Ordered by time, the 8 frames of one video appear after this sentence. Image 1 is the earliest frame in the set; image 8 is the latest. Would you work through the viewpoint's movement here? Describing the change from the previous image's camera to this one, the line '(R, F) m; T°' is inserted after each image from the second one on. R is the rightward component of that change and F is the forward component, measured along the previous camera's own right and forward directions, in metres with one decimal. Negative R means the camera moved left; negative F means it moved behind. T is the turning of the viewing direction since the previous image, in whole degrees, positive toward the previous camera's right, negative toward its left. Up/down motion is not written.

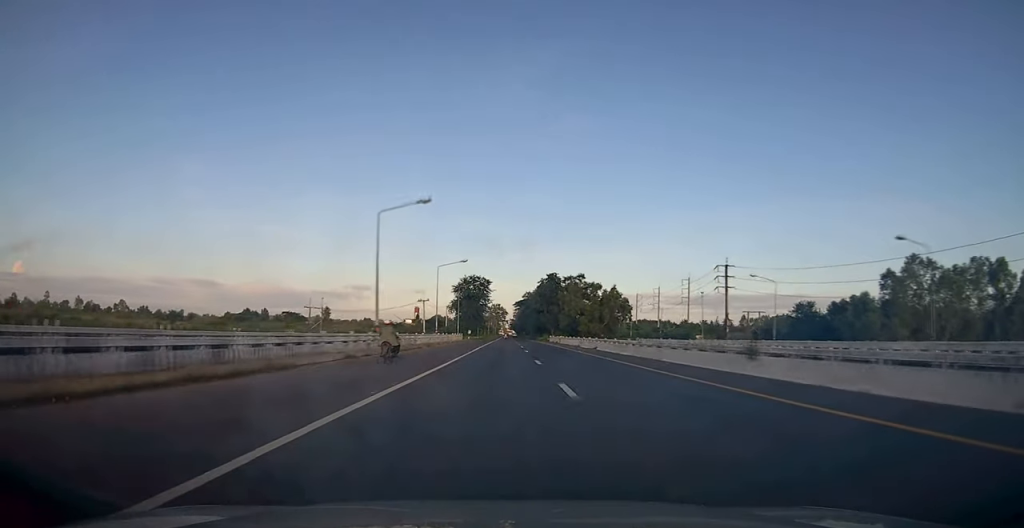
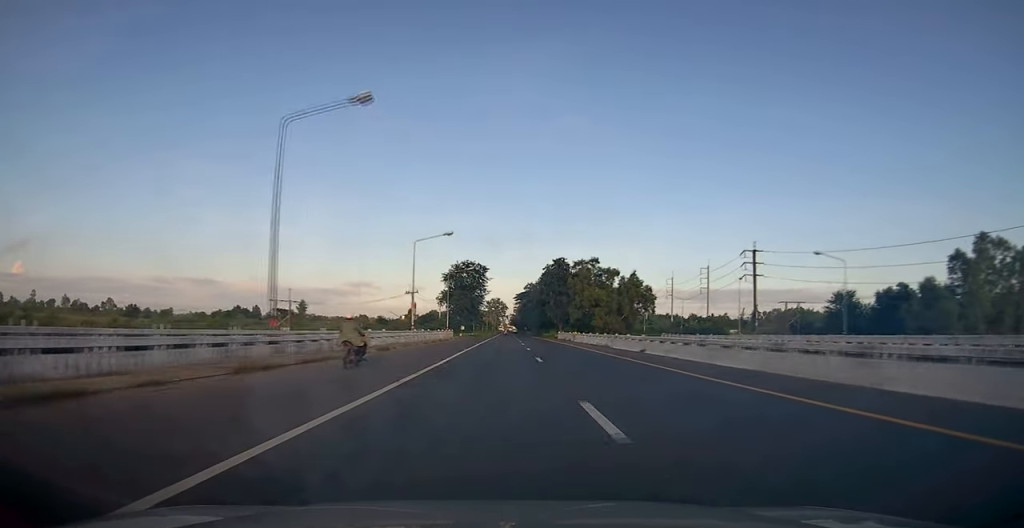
(0.0, +16.3) m; +1°
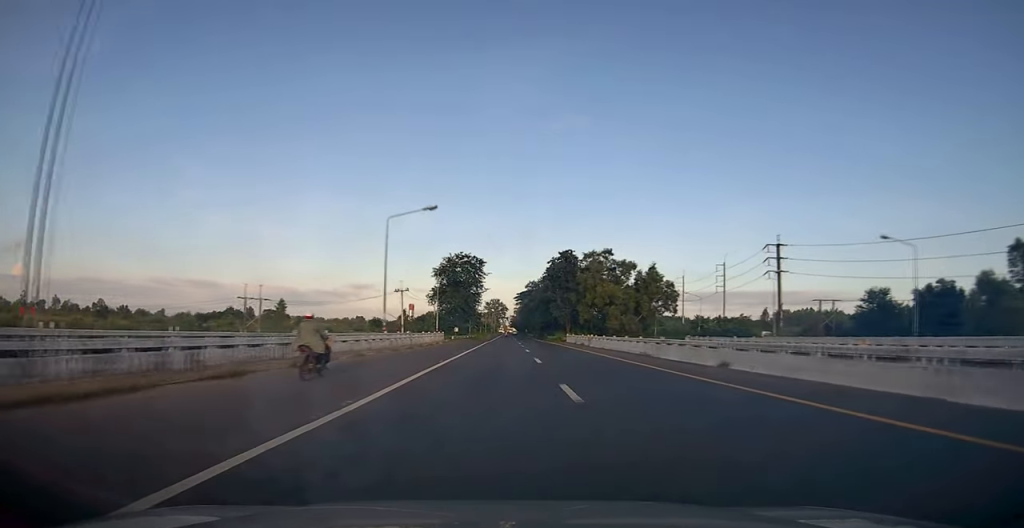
(+0.2, +11.3) m; +1°
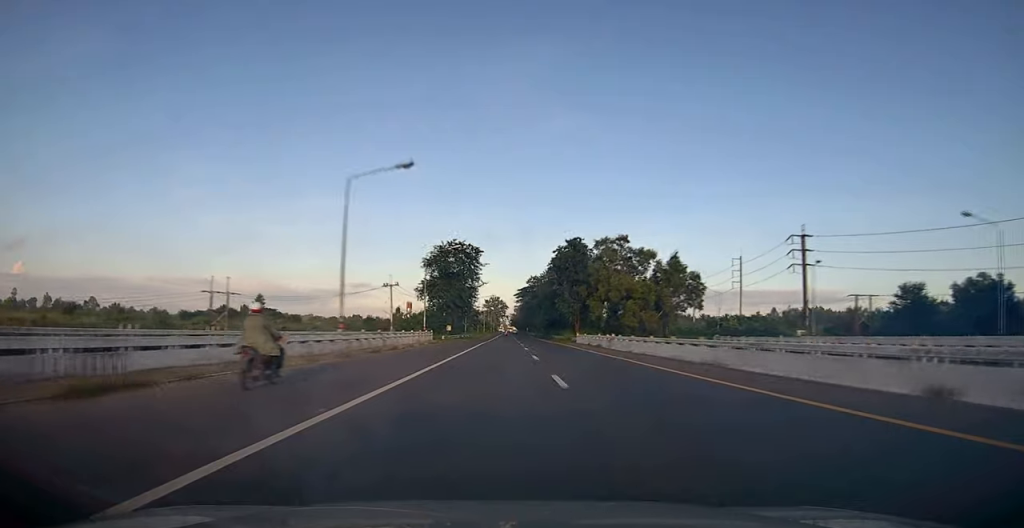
(0.0, +9.9) m; -1°
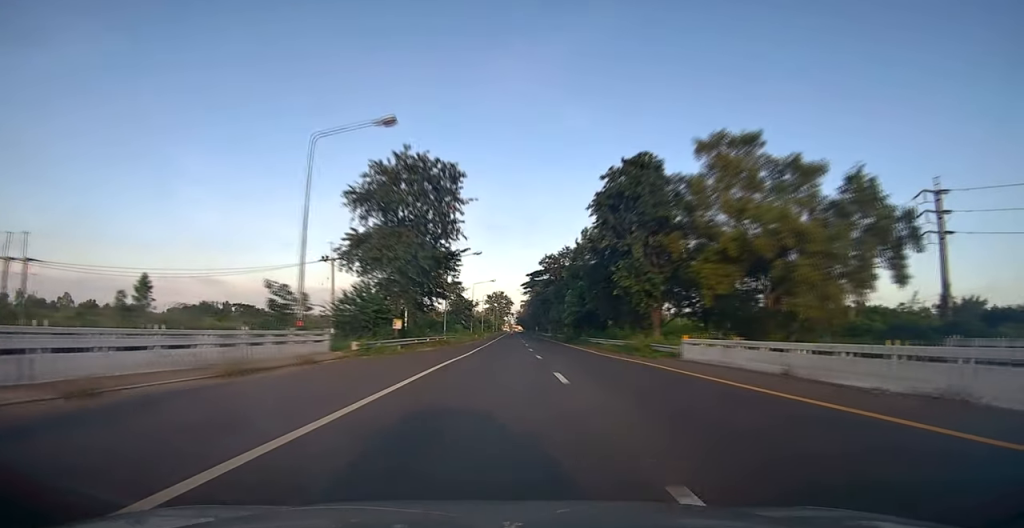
(-0.2, +34.8) m; 0°
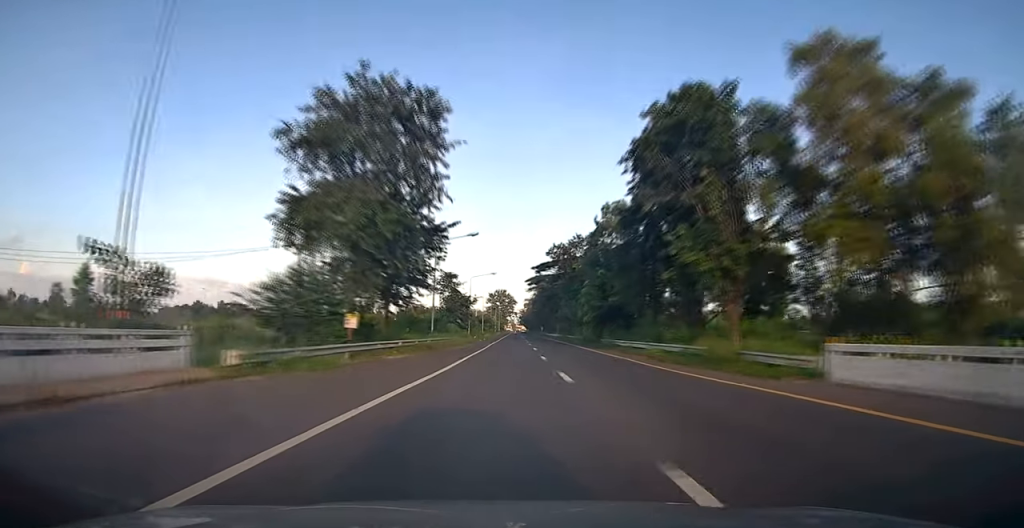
(+0.1, +11.2) m; 0°
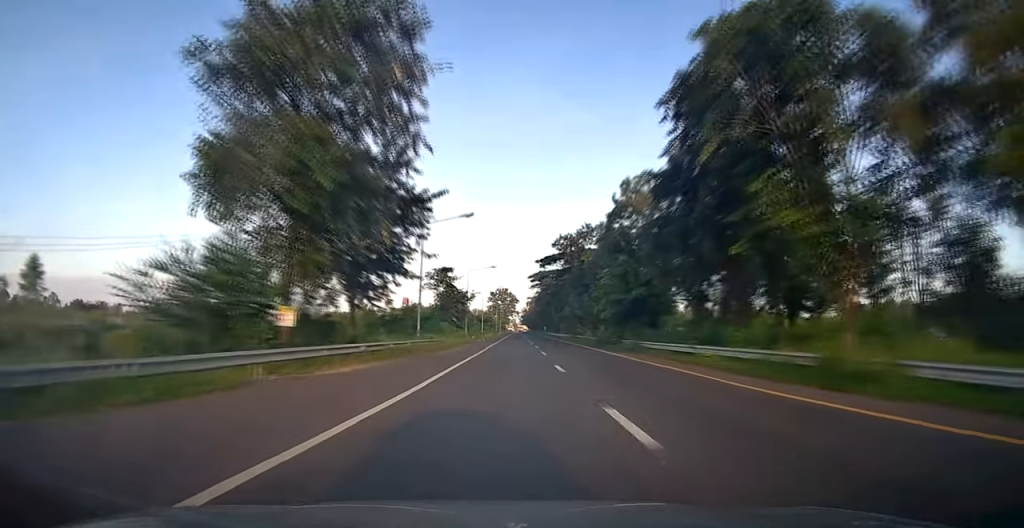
(0.0, +7.7) m; 0°
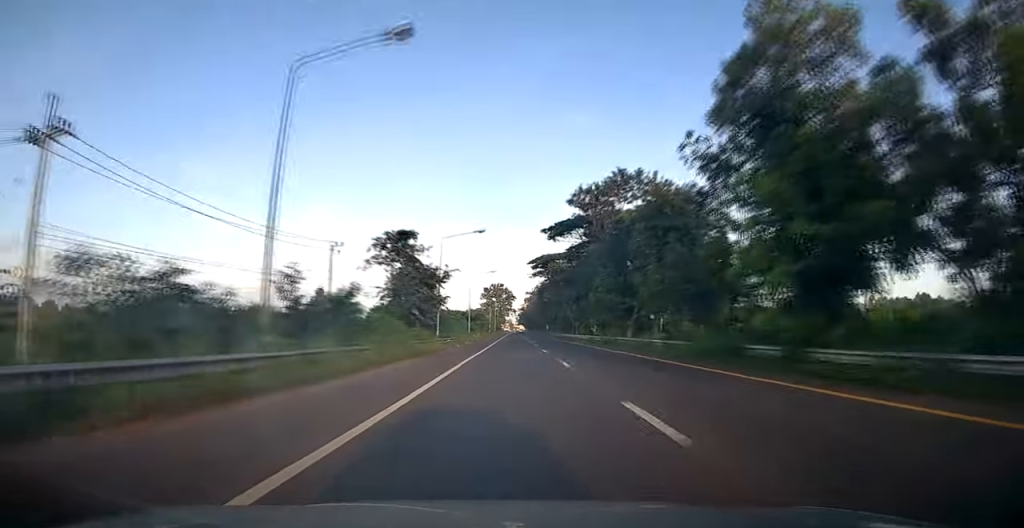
(-0.1, +24.5) m; -1°
